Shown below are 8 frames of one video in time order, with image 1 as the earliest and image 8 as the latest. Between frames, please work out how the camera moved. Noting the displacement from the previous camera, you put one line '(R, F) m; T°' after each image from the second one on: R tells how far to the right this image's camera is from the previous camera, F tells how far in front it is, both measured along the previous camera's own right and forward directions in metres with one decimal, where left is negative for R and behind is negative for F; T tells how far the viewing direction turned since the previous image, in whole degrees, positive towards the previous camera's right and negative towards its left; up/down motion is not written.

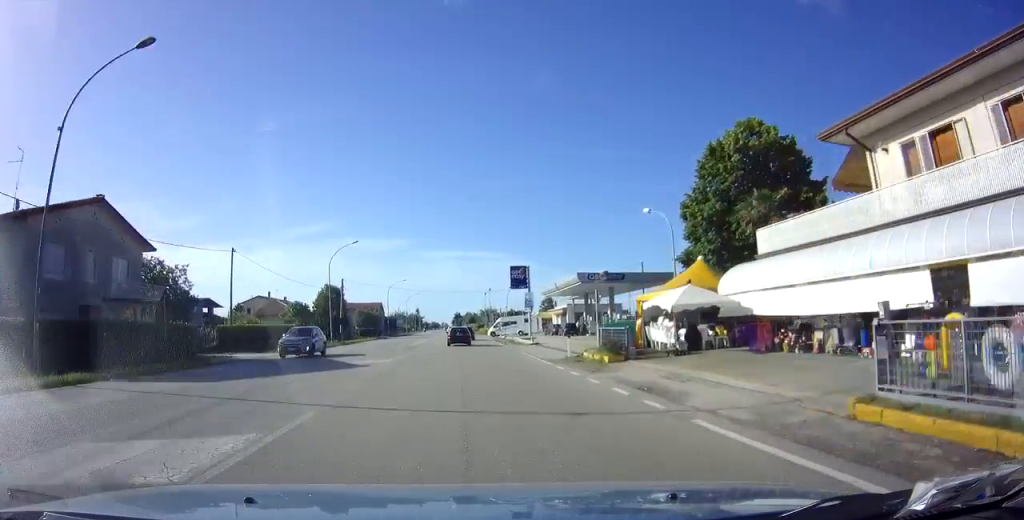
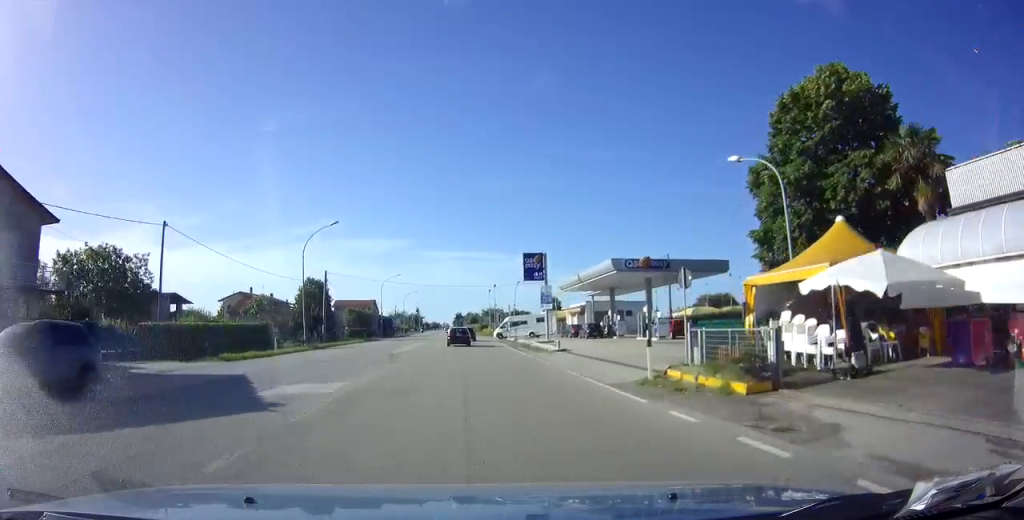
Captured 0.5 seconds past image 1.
(0.0, +9.7) m; 0°
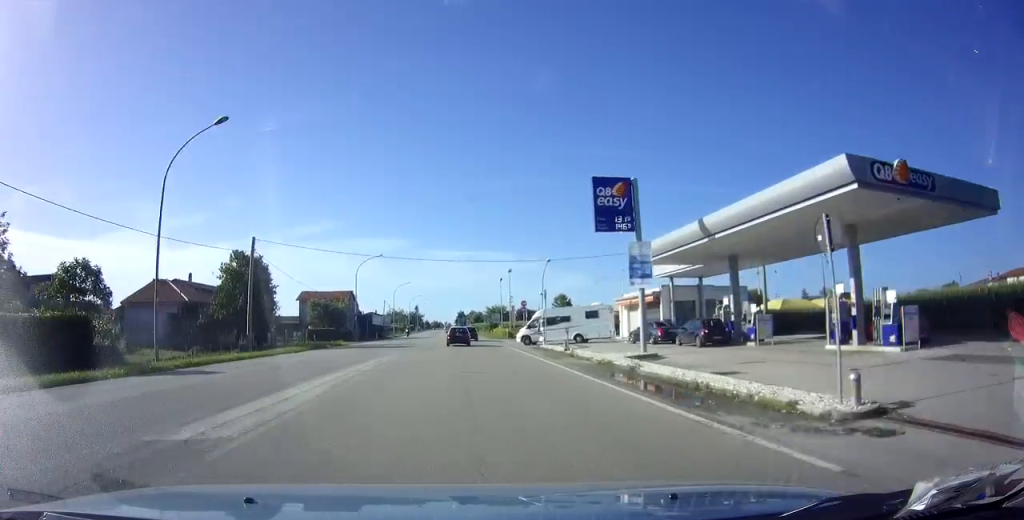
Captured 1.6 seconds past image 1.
(0.0, +22.9) m; 0°
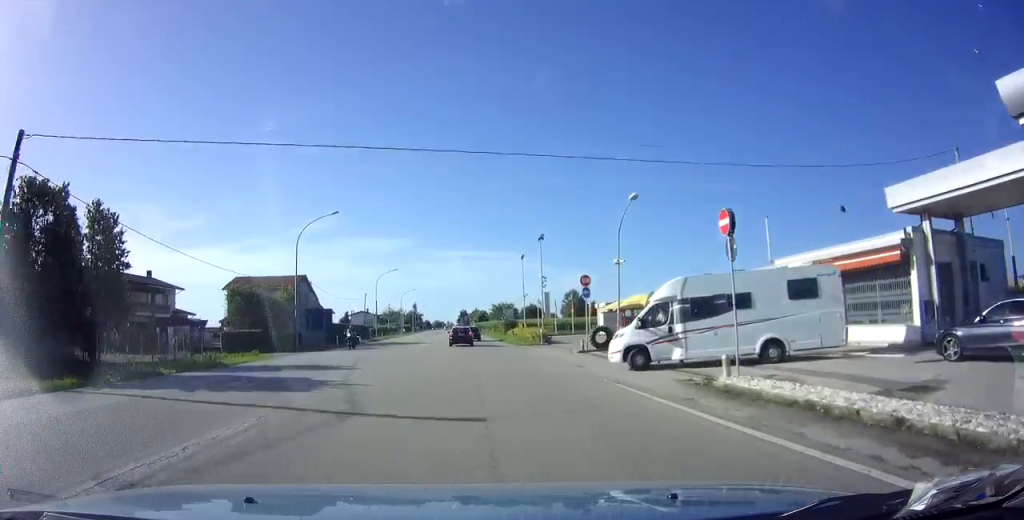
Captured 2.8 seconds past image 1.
(0.0, +25.1) m; 0°
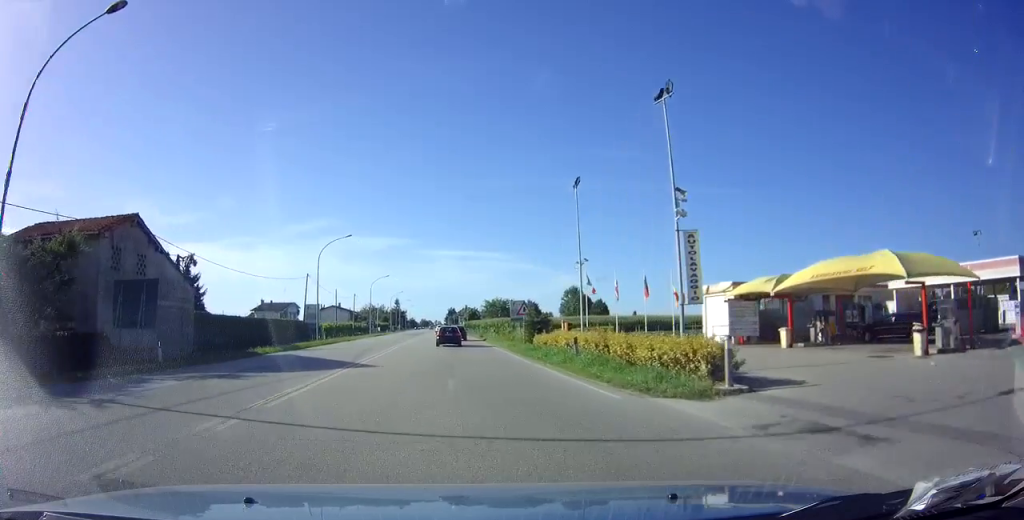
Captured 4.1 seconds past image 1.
(0.0, +27.9) m; +1°
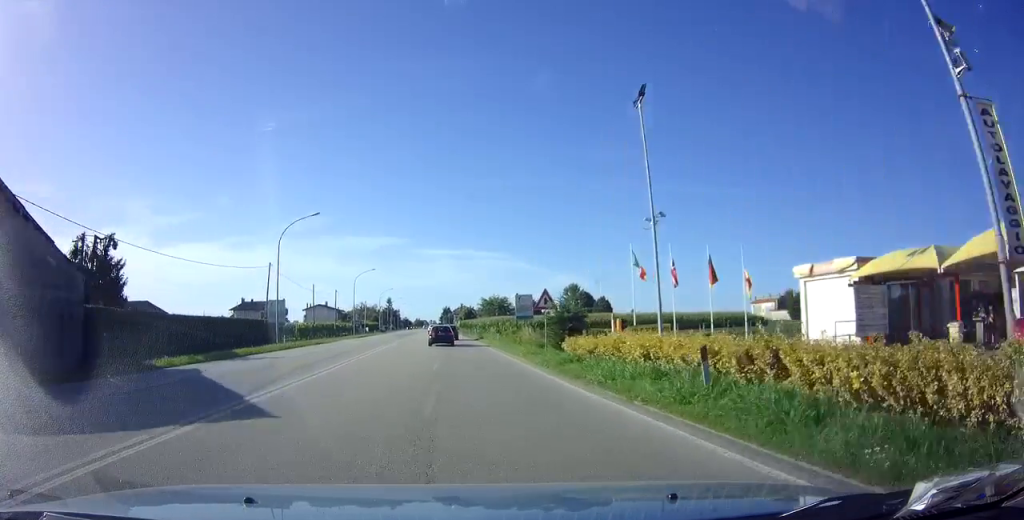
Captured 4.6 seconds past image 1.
(+0.1, +10.4) m; 0°
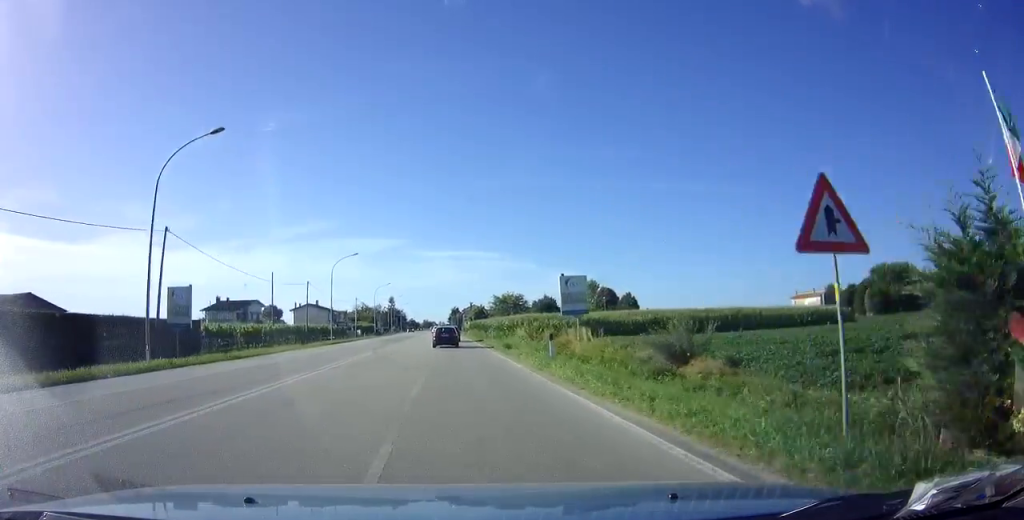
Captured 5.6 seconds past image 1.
(0.0, +20.0) m; 0°
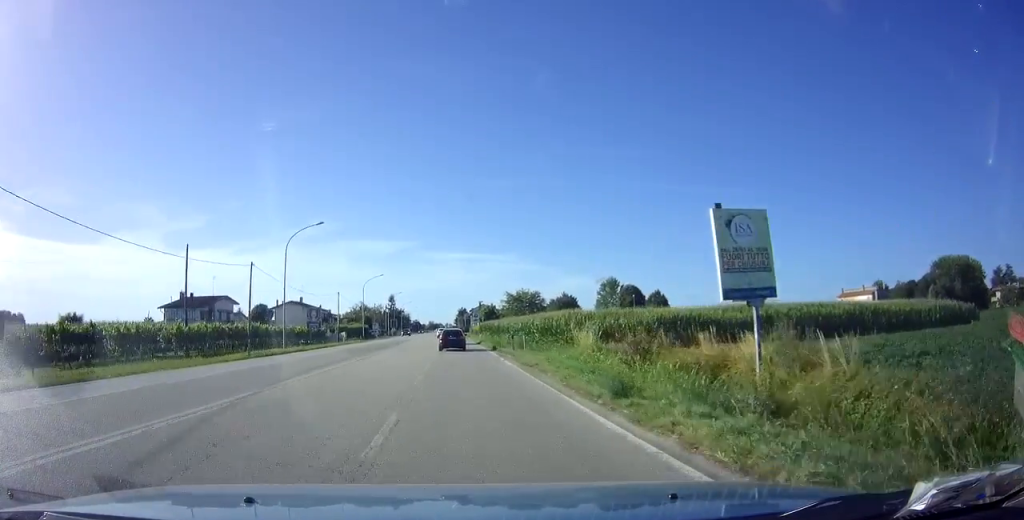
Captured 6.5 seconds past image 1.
(-0.1, +19.1) m; -1°
